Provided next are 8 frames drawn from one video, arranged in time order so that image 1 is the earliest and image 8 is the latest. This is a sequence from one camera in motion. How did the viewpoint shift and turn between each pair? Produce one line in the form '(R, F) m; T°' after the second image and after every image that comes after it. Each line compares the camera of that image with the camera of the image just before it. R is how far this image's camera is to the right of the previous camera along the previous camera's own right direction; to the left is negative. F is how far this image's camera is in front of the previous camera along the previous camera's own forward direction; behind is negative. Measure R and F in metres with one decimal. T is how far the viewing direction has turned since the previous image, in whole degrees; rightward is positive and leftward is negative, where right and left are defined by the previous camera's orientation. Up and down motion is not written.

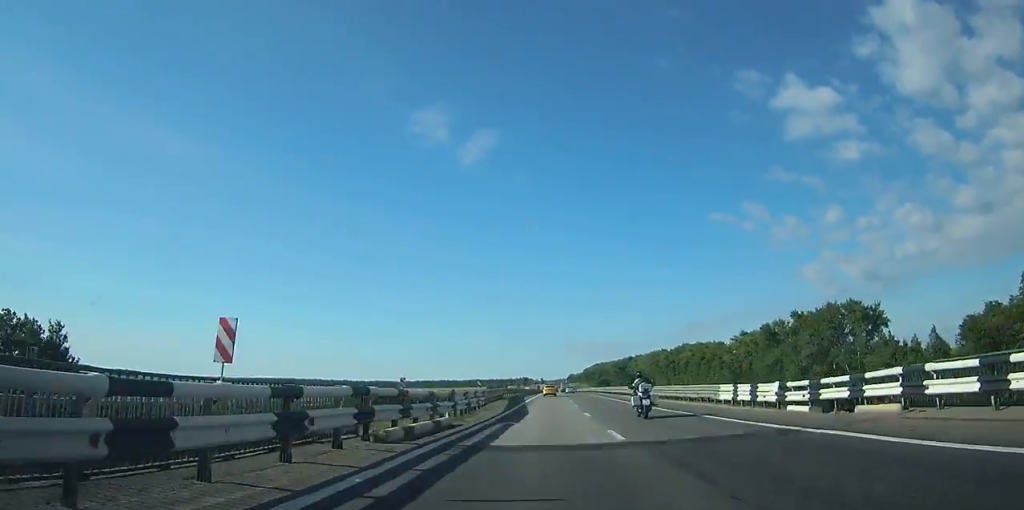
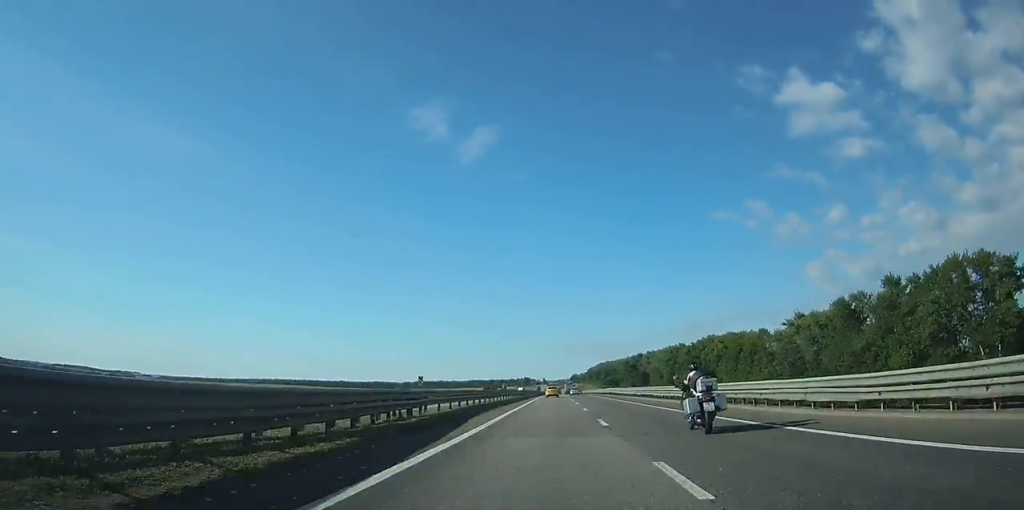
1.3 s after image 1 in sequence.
(-0.3, +40.3) m; 0°
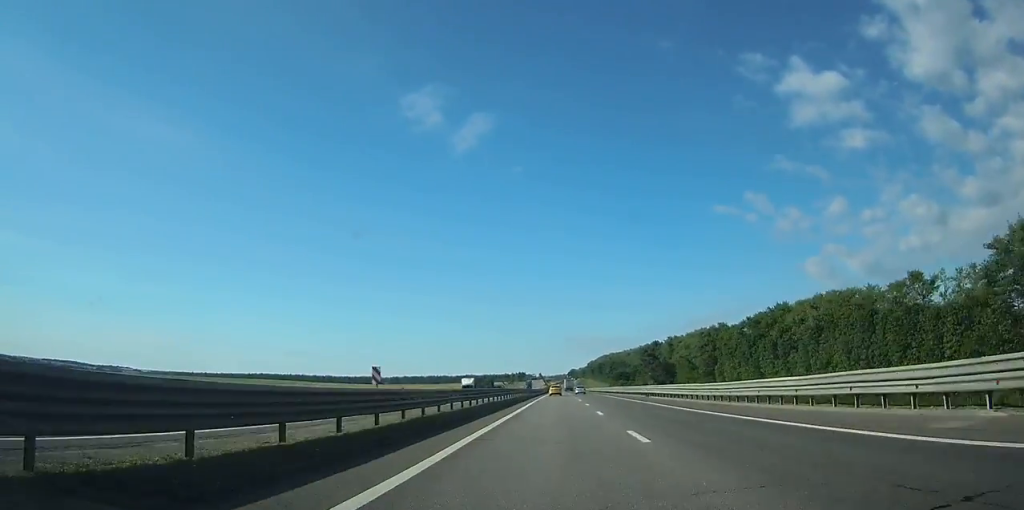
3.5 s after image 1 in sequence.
(0.0, +74.7) m; 0°
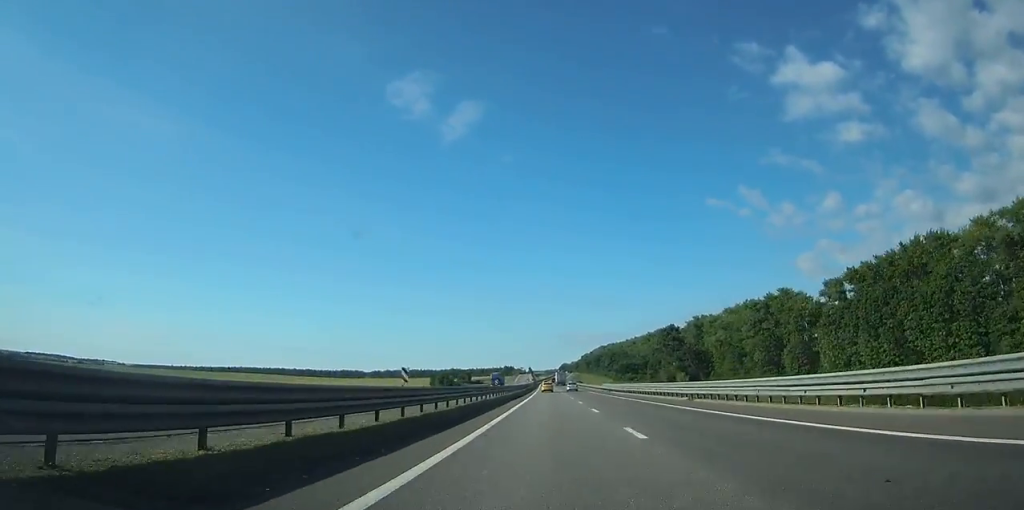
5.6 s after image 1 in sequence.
(+0.2, +69.1) m; 0°
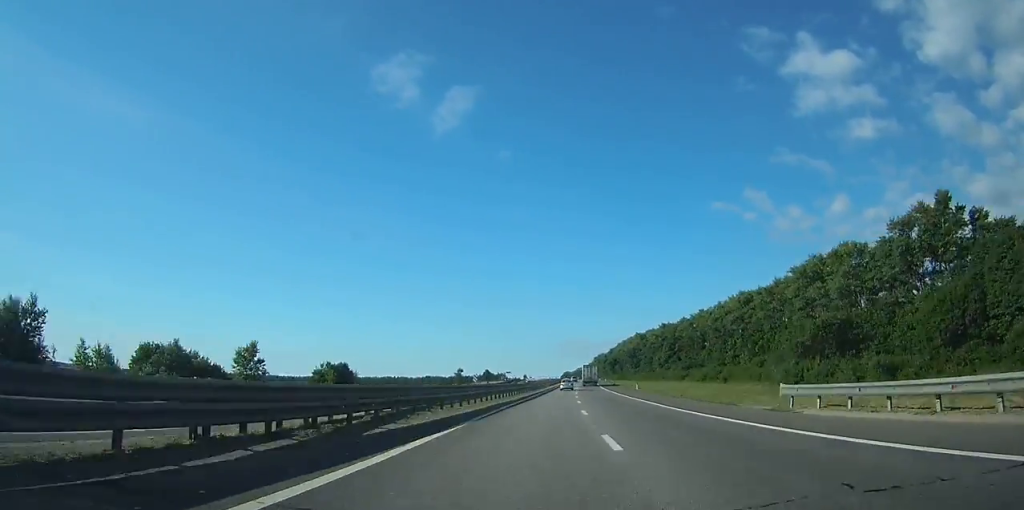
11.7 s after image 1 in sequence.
(+0.7, +217.4) m; +1°
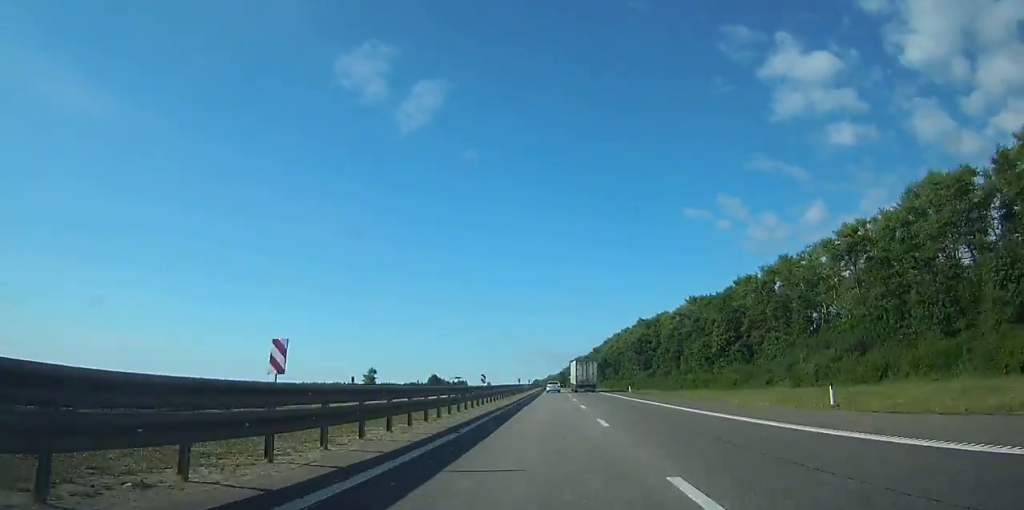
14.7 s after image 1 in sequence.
(+1.9, +105.5) m; +1°
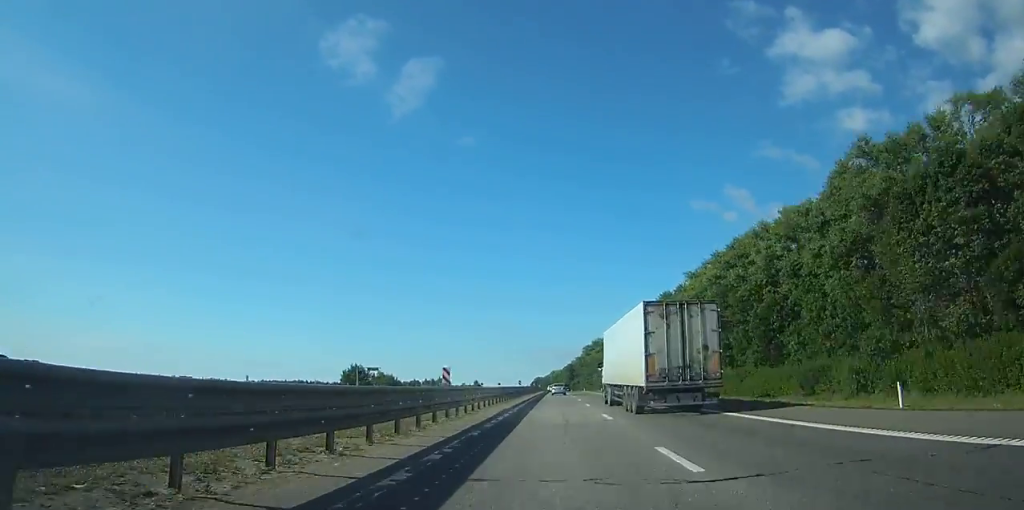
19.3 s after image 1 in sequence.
(+0.9, +158.6) m; 0°
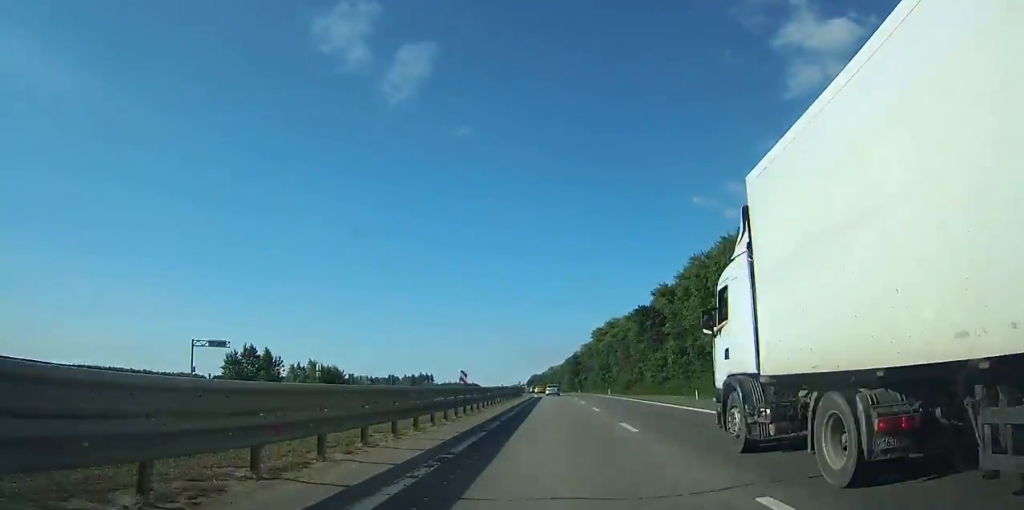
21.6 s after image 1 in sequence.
(-0.1, +76.1) m; -1°
